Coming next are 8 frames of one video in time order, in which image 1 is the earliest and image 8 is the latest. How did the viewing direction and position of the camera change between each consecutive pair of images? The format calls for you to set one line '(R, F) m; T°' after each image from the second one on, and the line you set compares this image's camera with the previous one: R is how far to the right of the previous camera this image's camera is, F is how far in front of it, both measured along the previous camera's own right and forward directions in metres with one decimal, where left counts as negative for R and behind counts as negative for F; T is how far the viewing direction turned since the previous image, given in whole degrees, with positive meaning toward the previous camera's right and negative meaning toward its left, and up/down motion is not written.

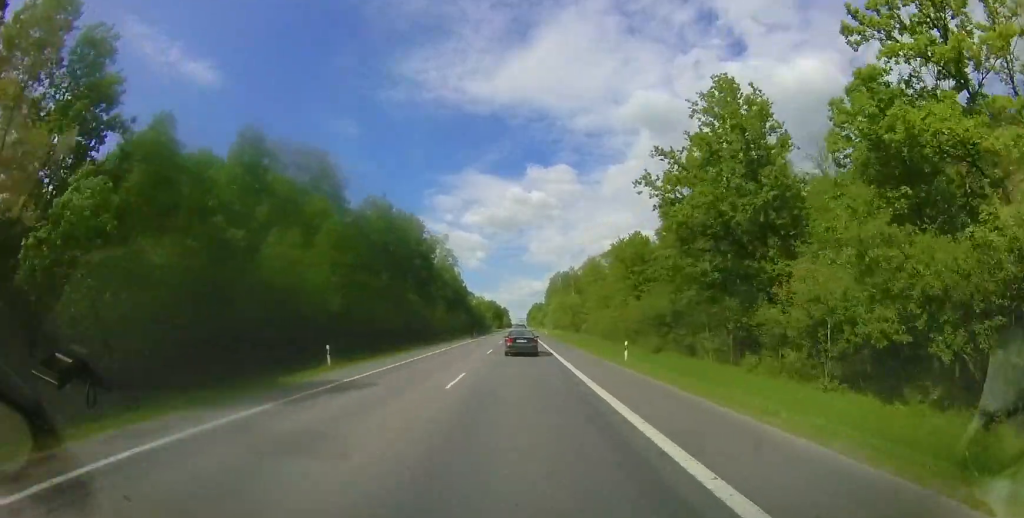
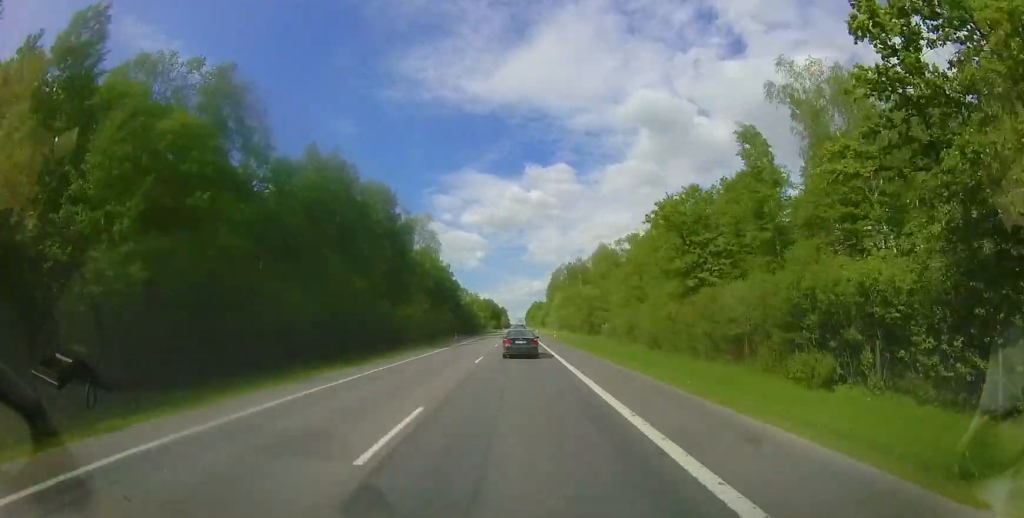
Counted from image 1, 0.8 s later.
(+0.2, +17.7) m; 0°
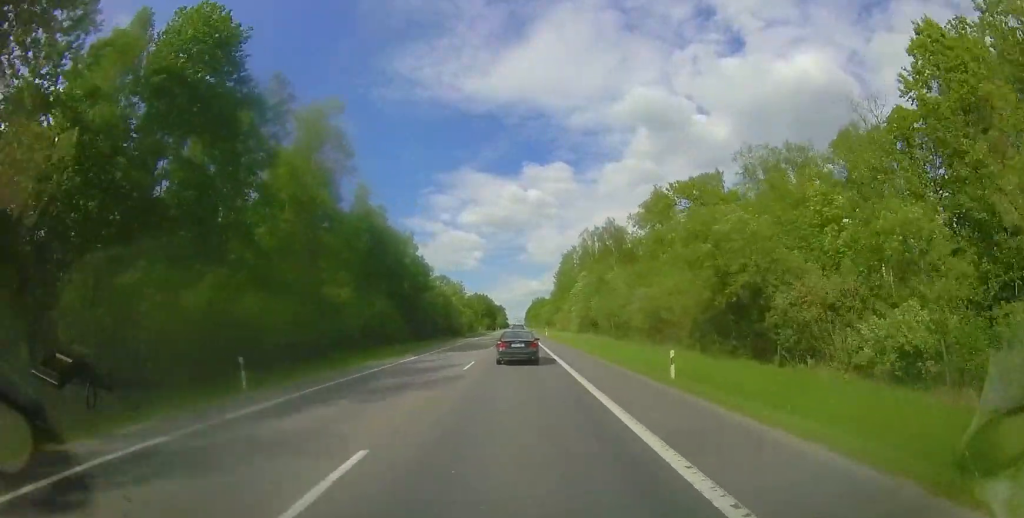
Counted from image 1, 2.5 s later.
(-0.1, +39.8) m; 0°
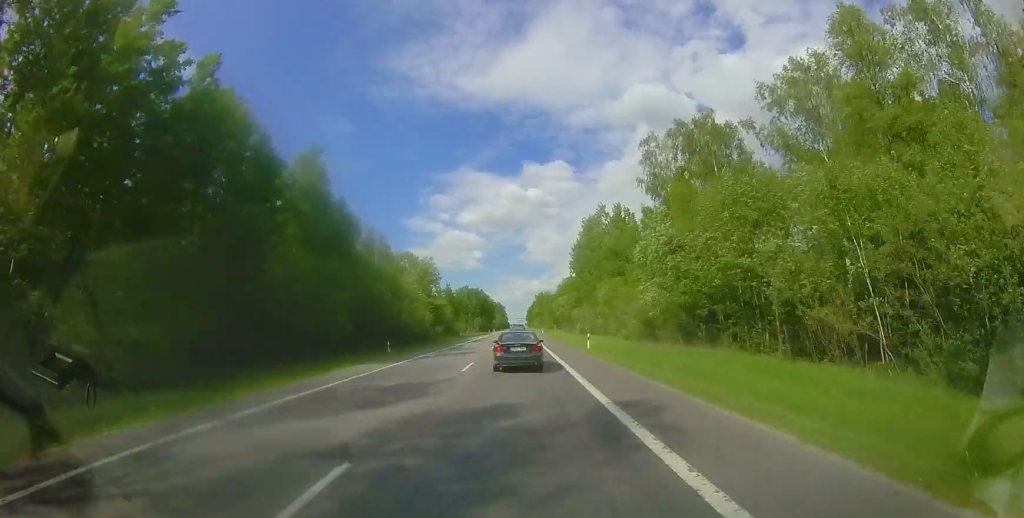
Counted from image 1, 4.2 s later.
(-0.1, +37.8) m; 0°
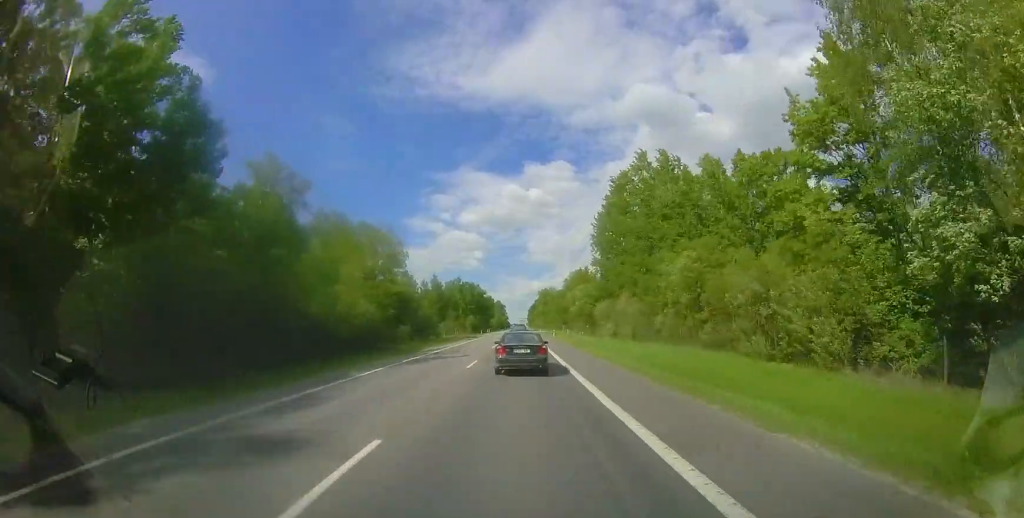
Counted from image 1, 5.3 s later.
(+0.1, +23.3) m; 0°
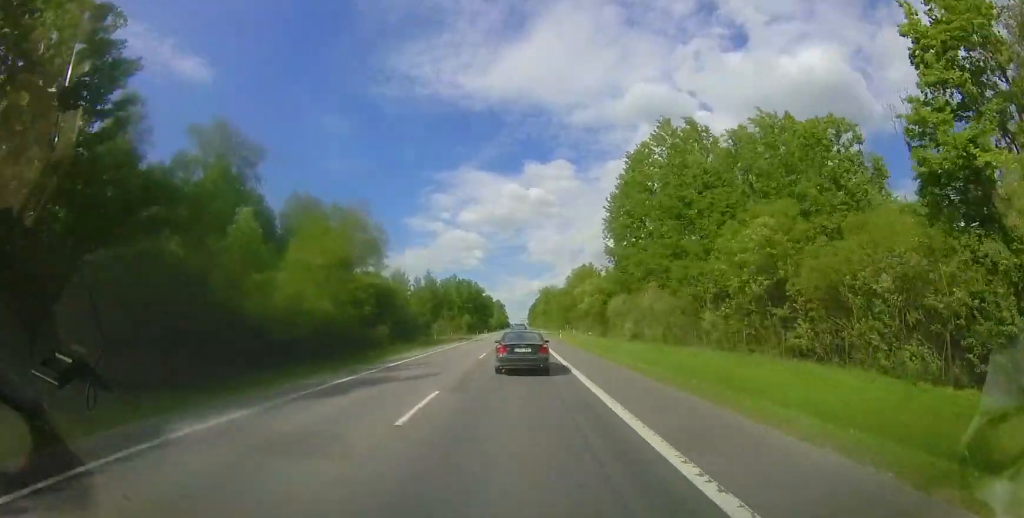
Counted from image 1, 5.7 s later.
(-0.1, +8.8) m; 0°
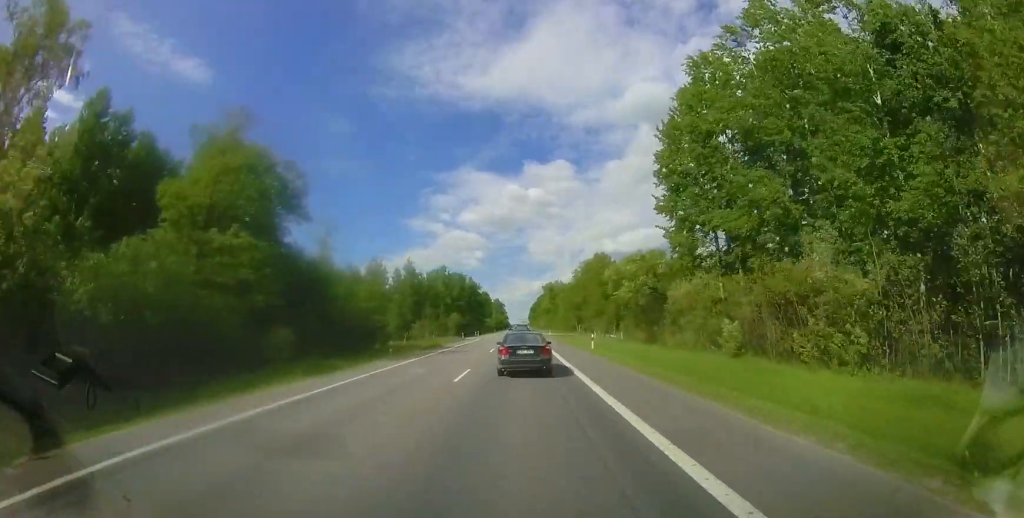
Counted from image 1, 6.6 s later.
(+0.1, +19.1) m; 0°
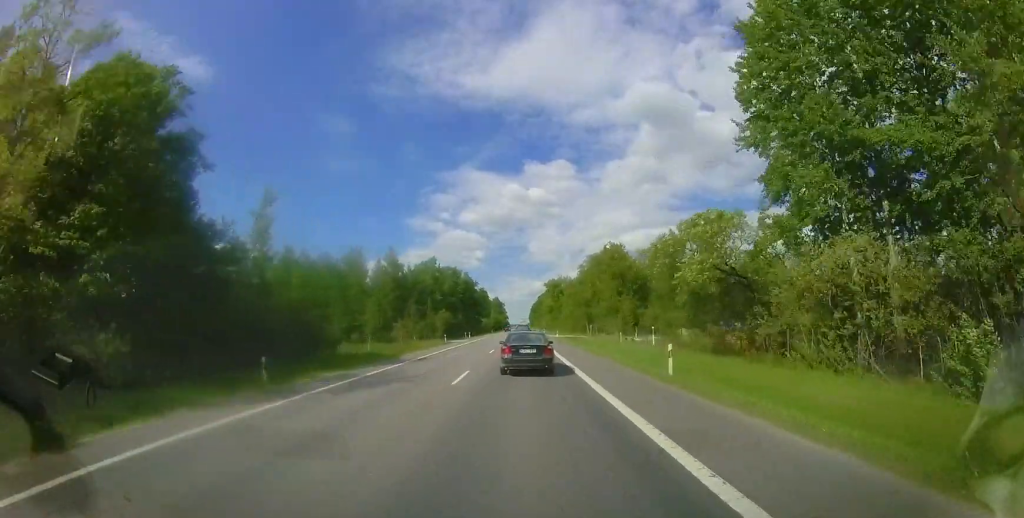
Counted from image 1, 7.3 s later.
(0.0, +13.0) m; 0°
